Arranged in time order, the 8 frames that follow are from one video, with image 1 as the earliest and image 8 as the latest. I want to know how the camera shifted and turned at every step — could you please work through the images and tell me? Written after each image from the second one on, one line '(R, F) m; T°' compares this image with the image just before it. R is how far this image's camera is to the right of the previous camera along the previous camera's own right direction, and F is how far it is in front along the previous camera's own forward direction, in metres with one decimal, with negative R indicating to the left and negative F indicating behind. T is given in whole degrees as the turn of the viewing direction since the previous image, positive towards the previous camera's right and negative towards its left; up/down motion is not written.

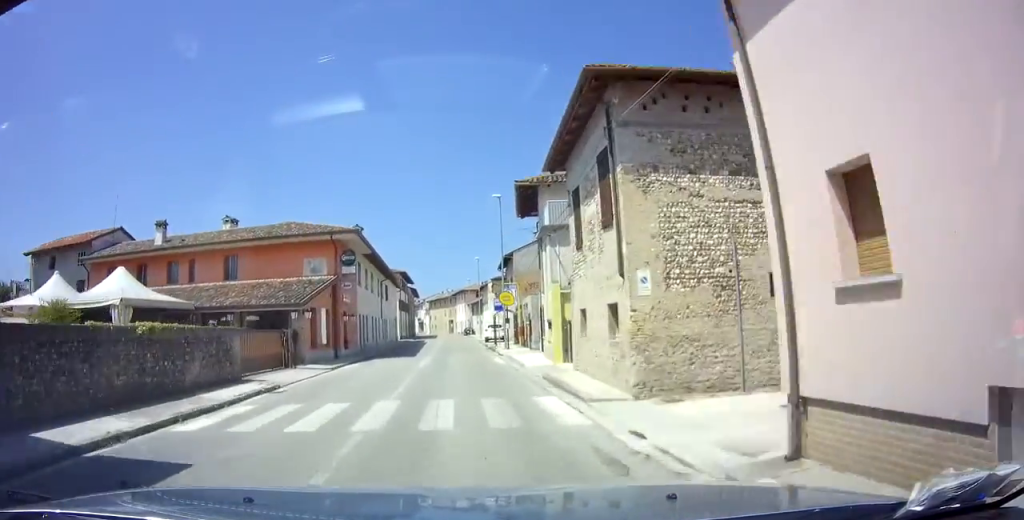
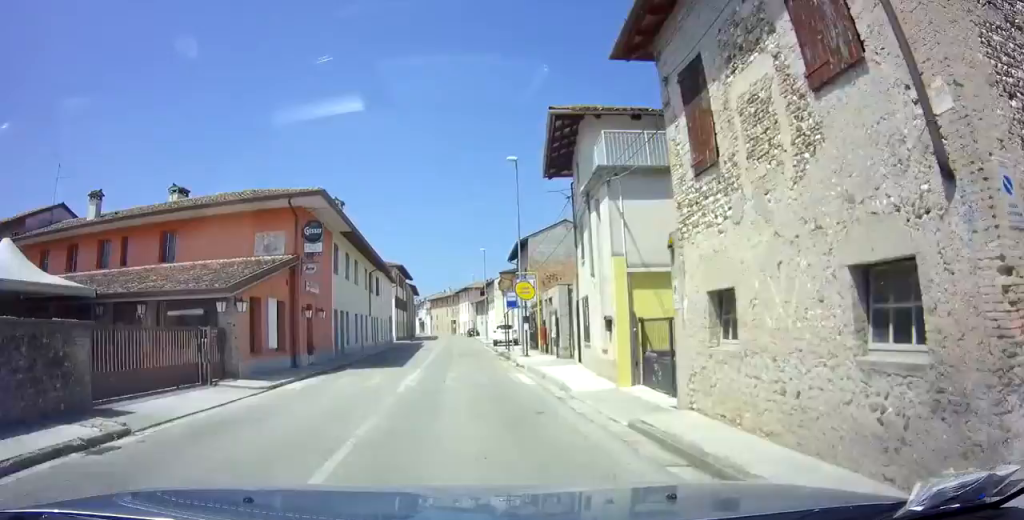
(0.0, +7.8) m; +1°
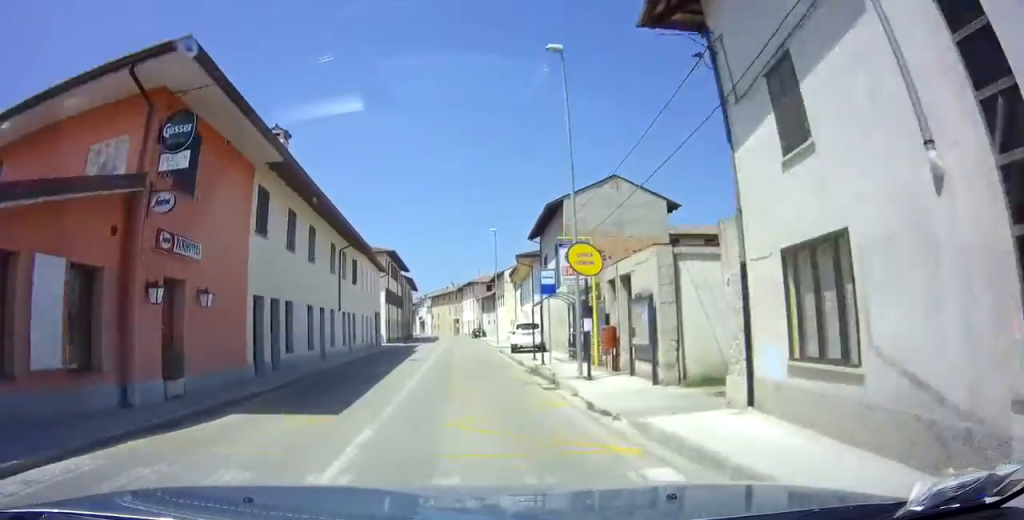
(+0.2, +10.9) m; 0°
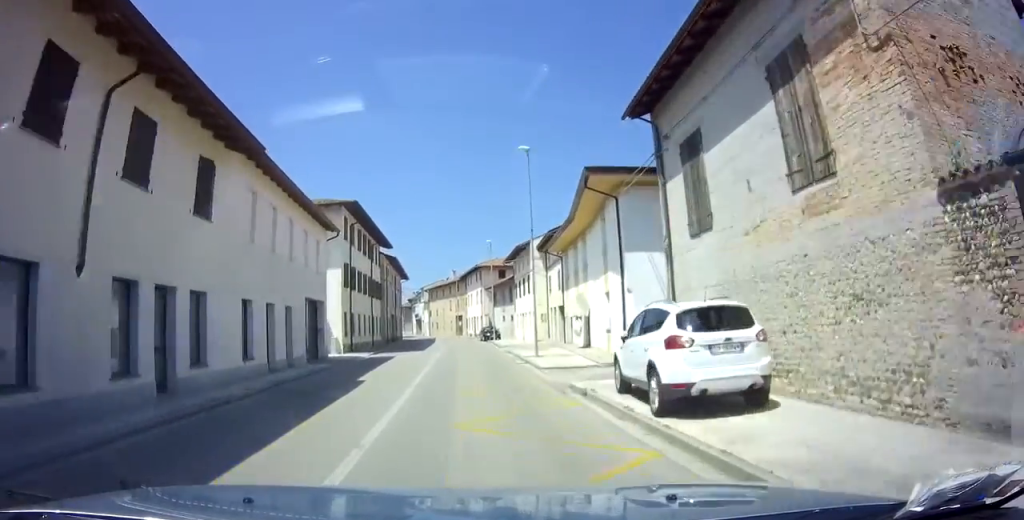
(-0.2, +20.1) m; 0°
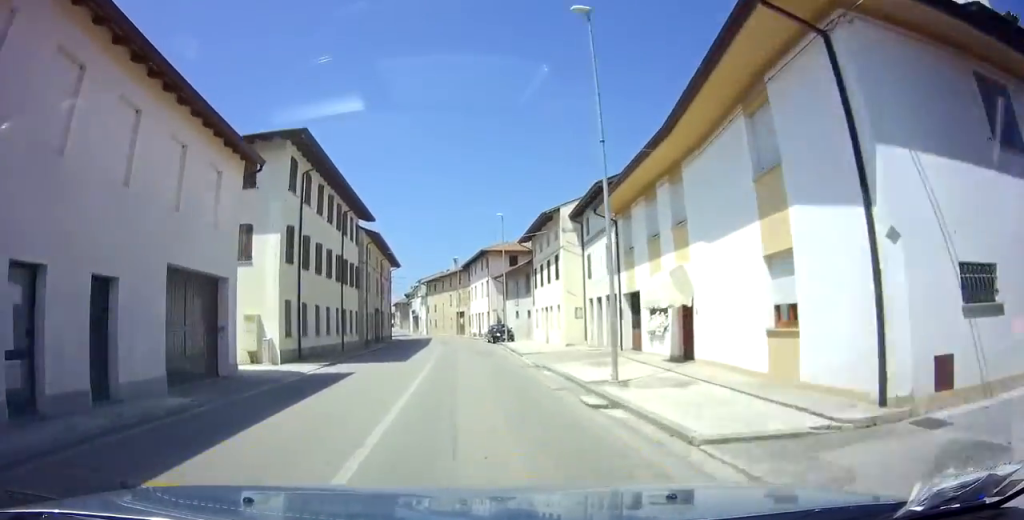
(+0.1, +11.2) m; +1°
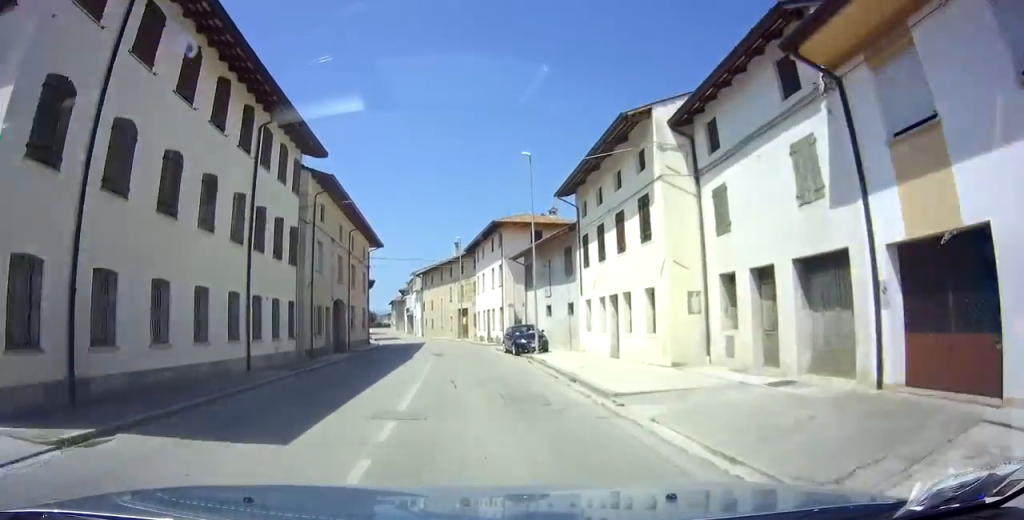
(+0.1, +14.6) m; -1°
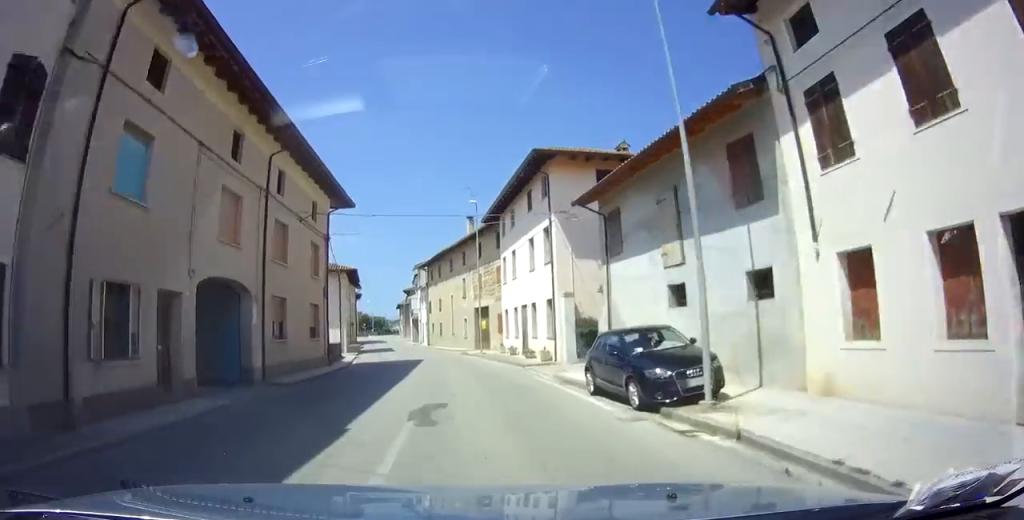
(-0.4, +16.0) m; -4°
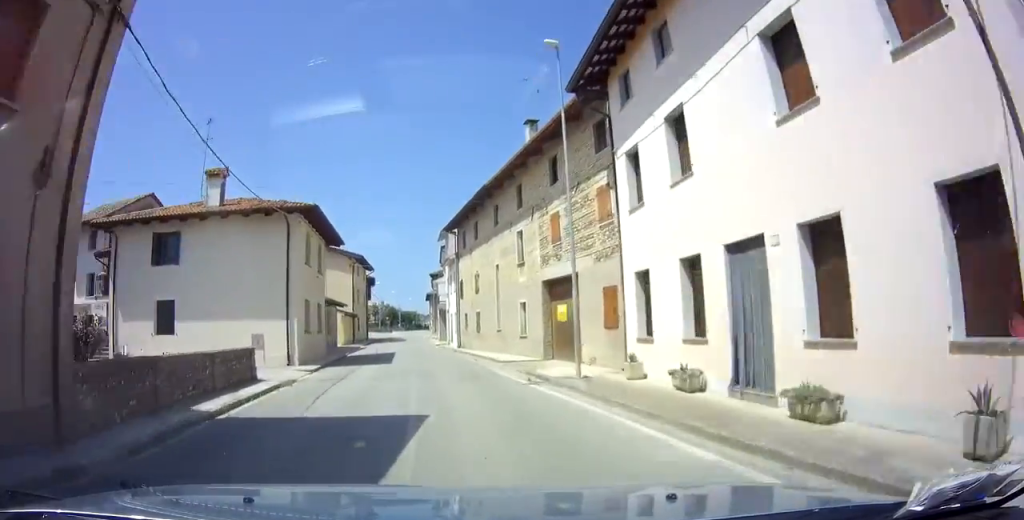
(-1.0, +19.1) m; -9°
